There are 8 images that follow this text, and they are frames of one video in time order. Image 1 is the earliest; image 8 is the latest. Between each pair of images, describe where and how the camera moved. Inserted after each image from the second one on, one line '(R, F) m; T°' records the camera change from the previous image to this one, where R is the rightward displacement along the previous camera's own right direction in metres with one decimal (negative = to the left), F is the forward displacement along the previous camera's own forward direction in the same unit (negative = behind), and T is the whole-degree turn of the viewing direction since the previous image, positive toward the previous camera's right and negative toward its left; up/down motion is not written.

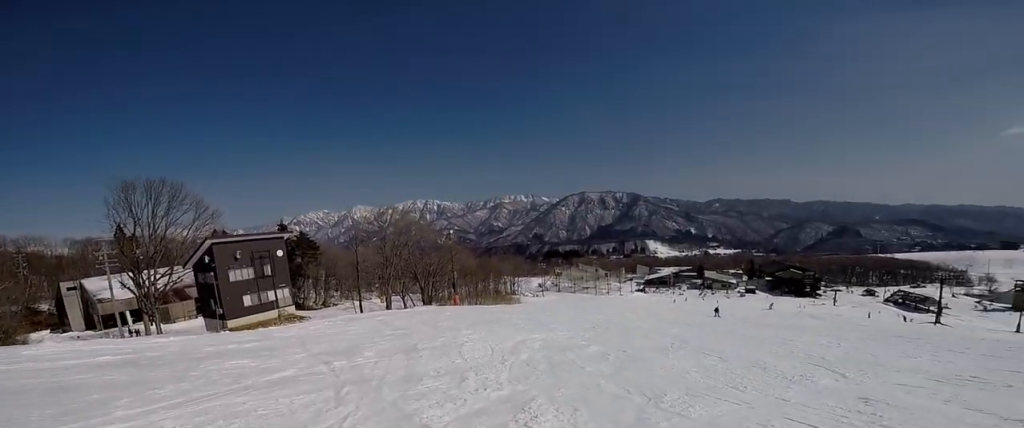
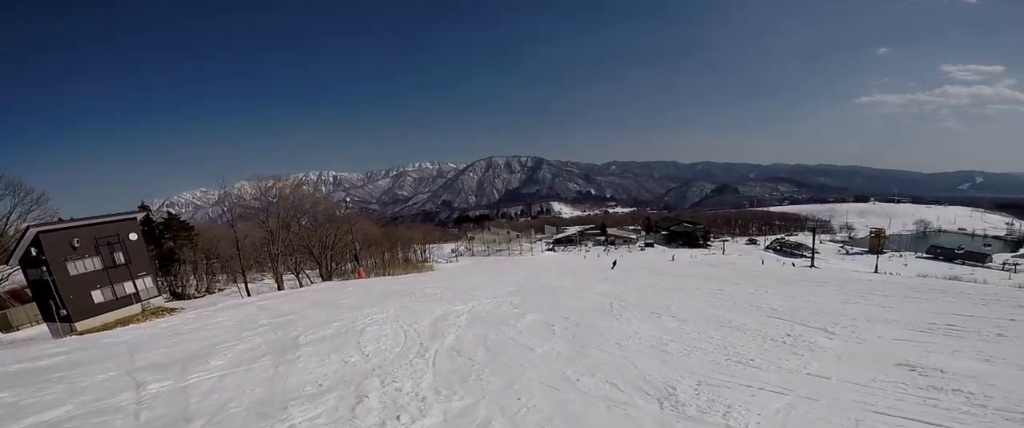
(+0.5, +2.8) m; +7°
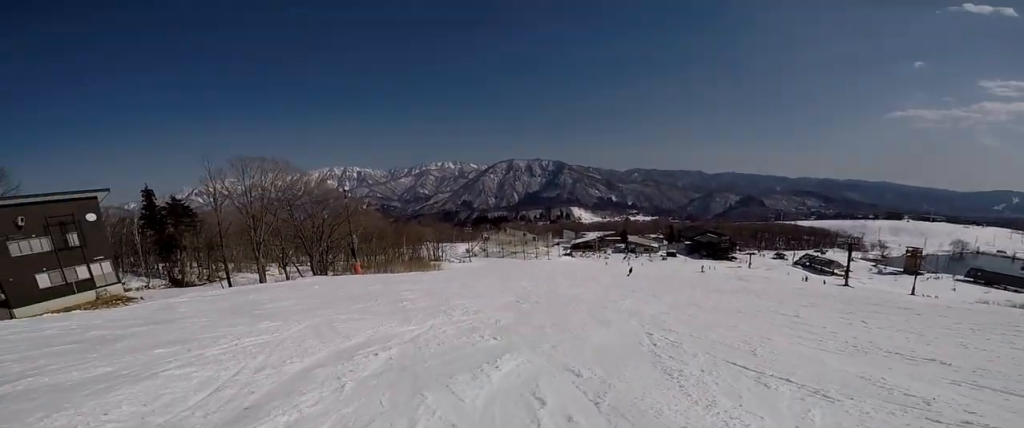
(+0.7, +5.6) m; +1°
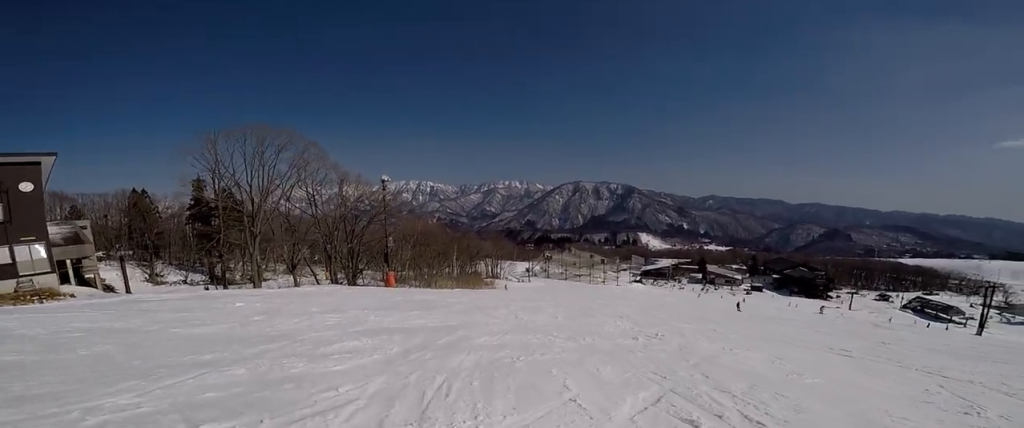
(-1.9, +12.7) m; -3°
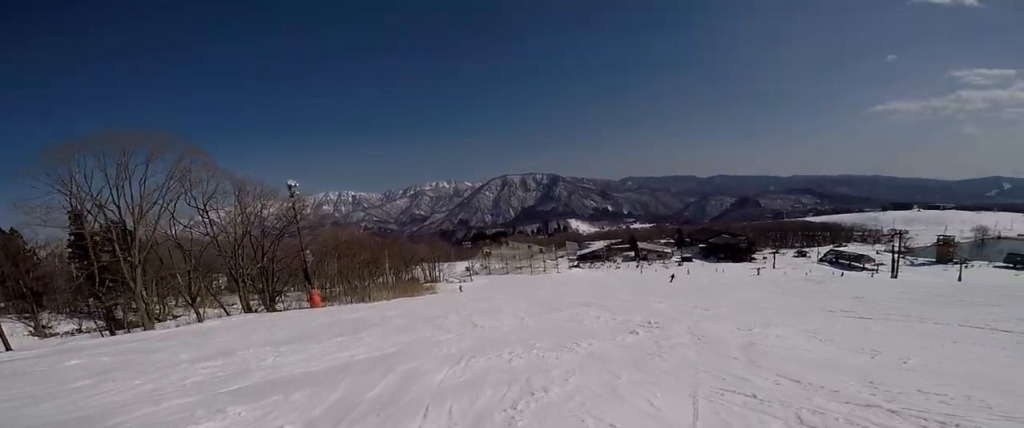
(+0.2, +3.6) m; +6°
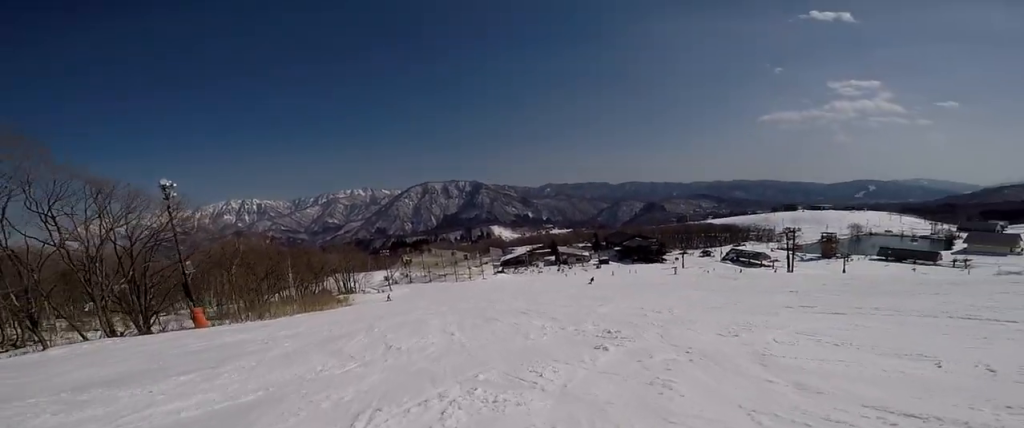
(+0.2, +2.7) m; +2°
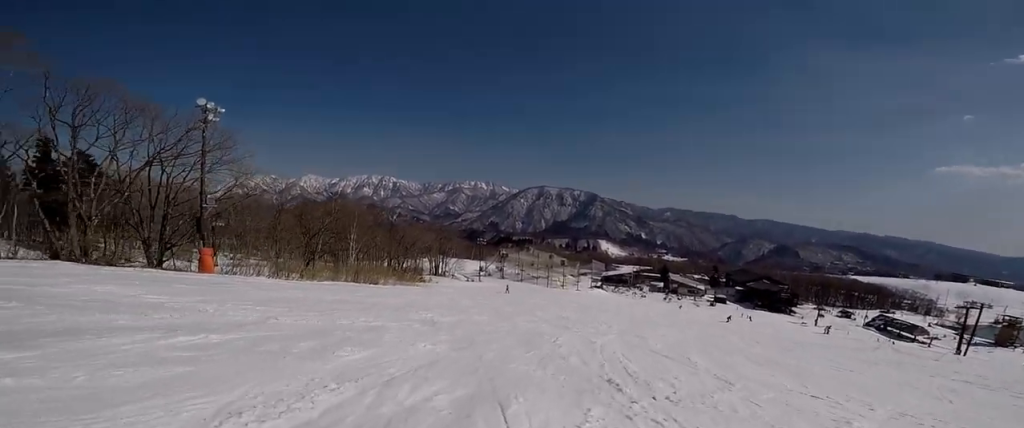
(-0.5, +8.8) m; -17°
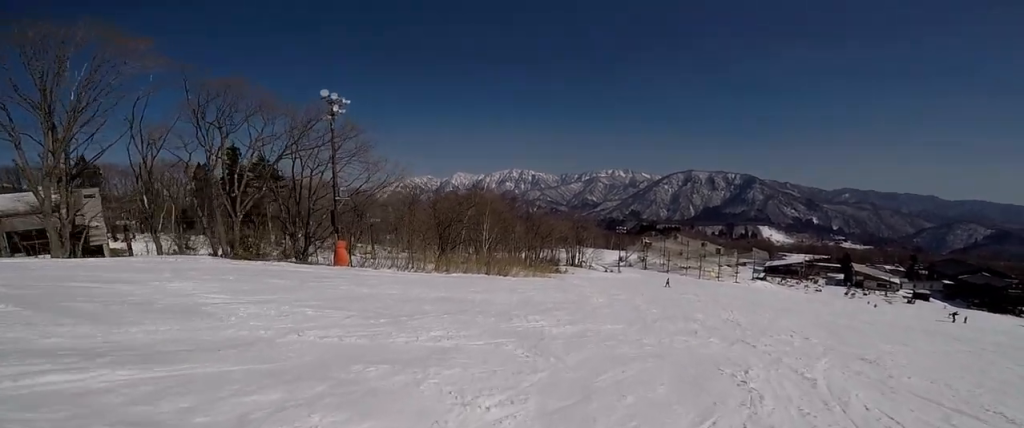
(-0.4, +2.9) m; -10°
